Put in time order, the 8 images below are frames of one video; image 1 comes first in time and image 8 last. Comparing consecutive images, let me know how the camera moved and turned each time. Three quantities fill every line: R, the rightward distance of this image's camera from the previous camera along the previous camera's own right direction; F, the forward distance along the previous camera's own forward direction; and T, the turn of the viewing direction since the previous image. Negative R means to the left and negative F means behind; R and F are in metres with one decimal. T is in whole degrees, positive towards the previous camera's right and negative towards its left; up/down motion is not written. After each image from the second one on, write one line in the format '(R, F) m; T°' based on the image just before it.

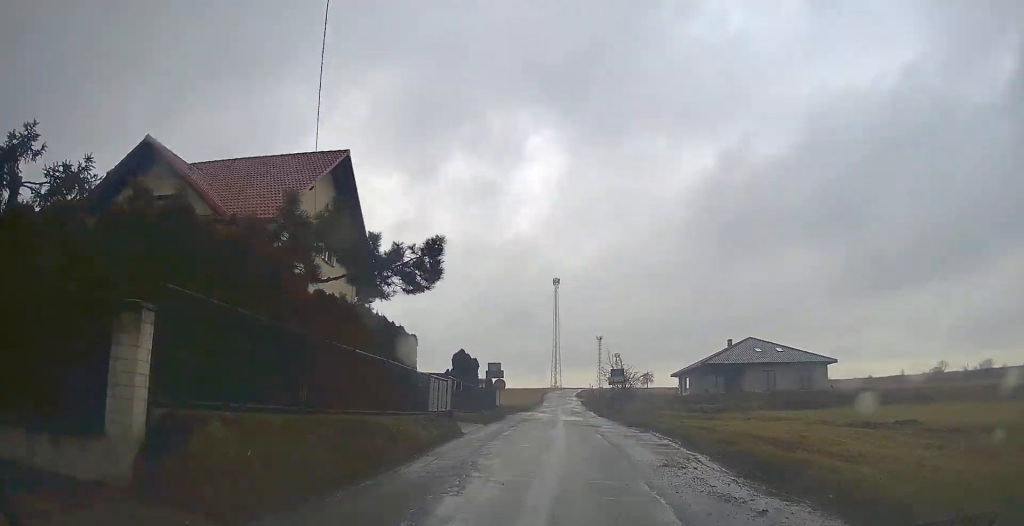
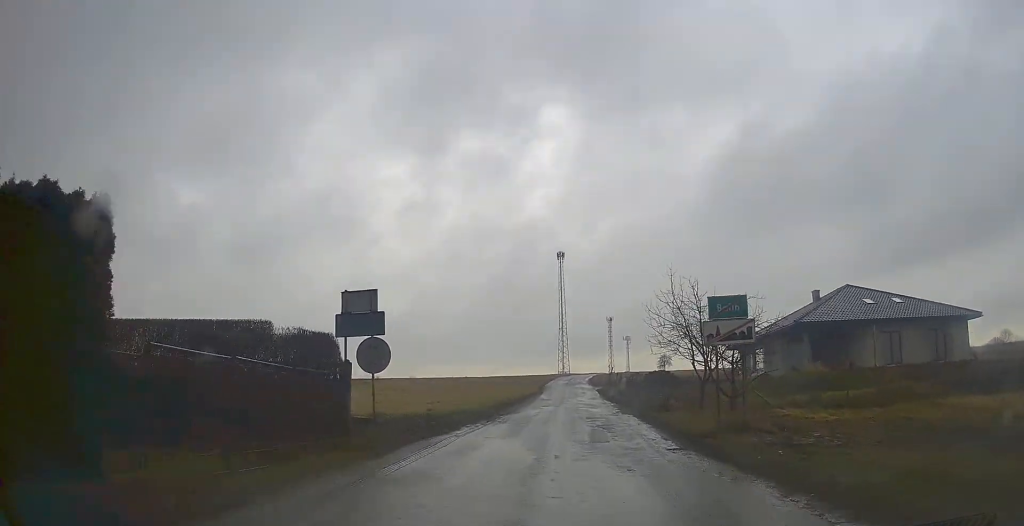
(0.0, +28.4) m; 0°
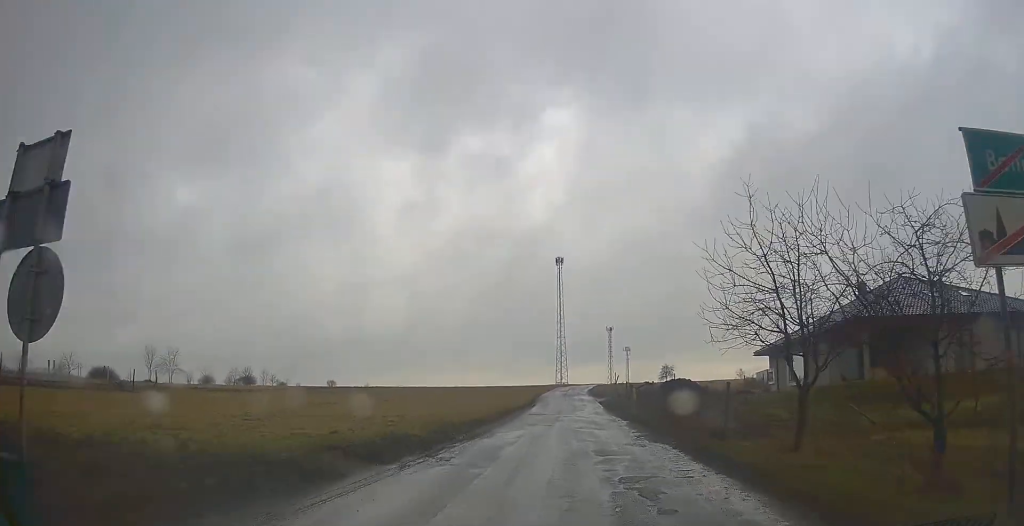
(0.0, +10.2) m; 0°
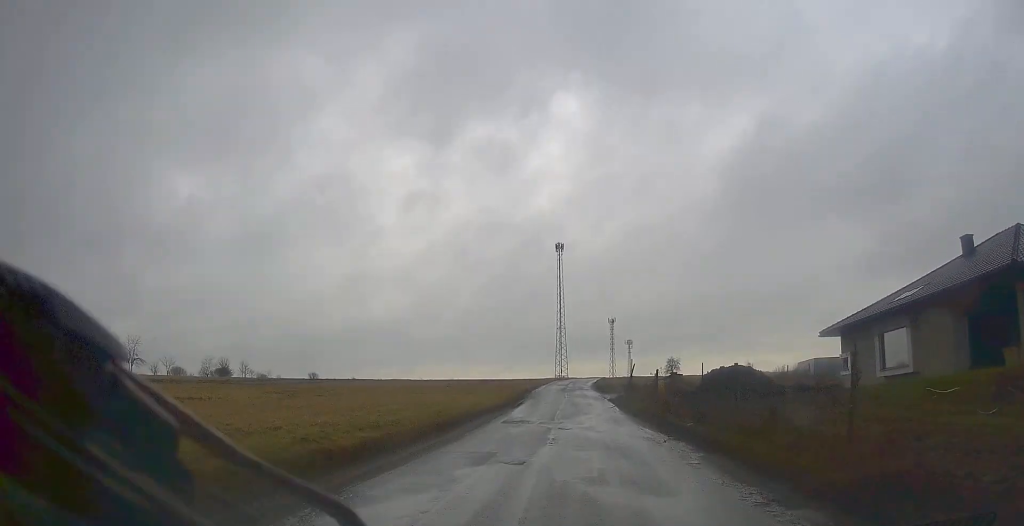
(0.0, +14.6) m; 0°
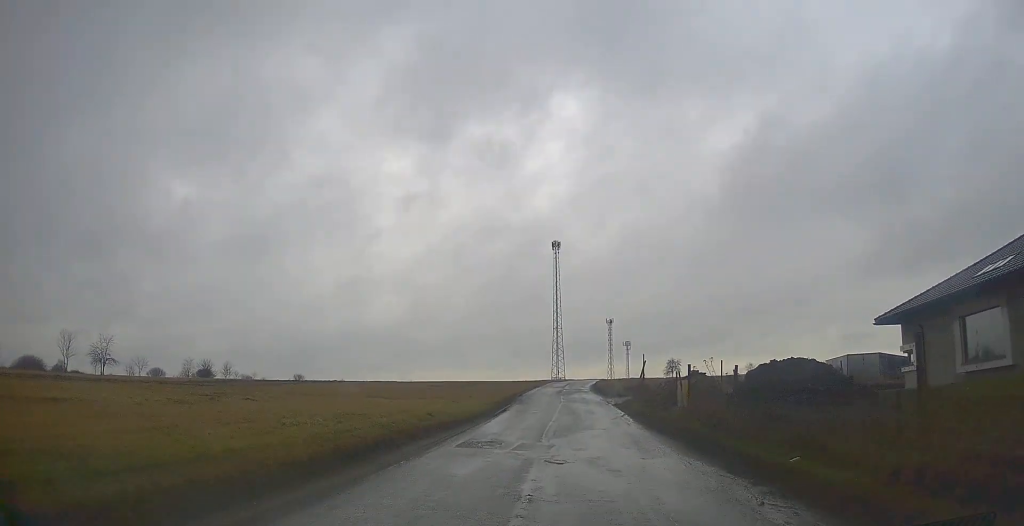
(0.0, +8.1) m; 0°
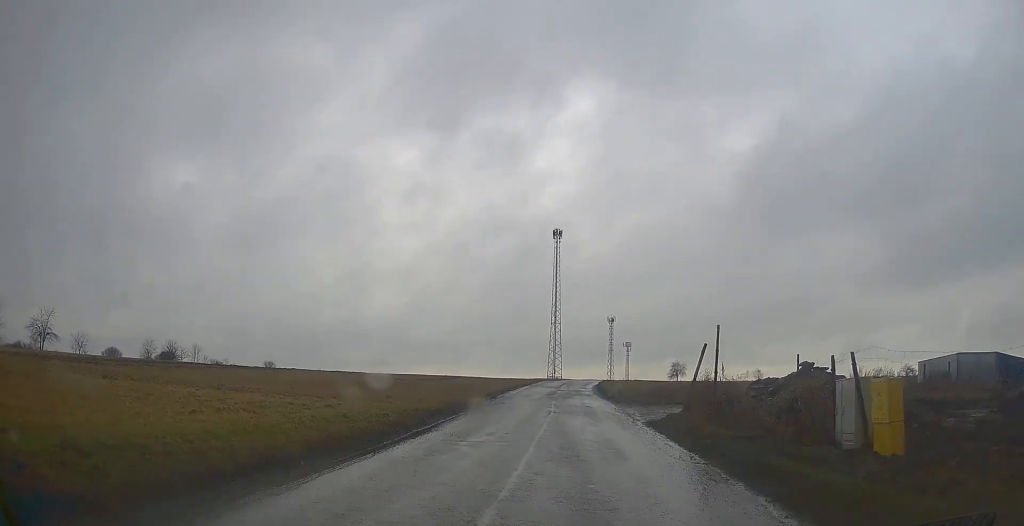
(0.0, +16.3) m; 0°
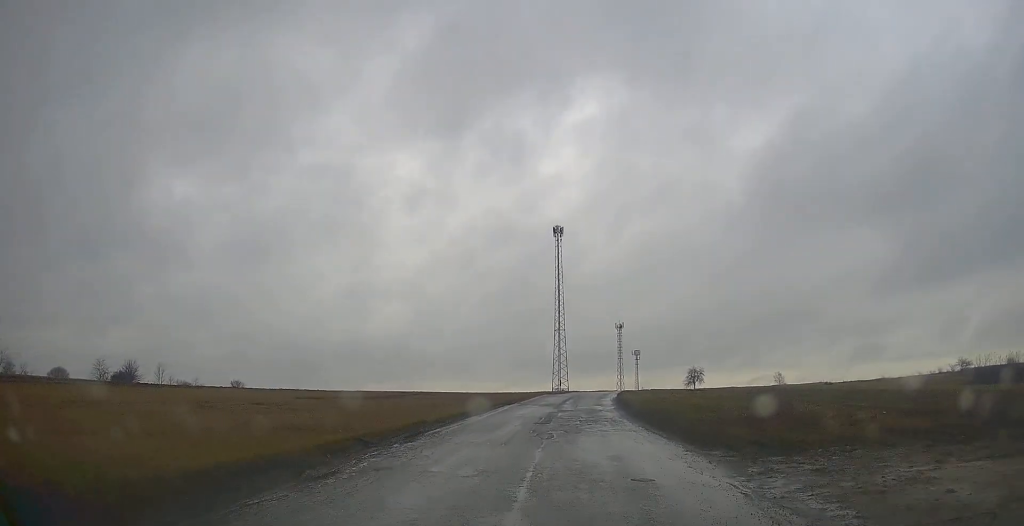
(0.0, +19.3) m; 0°
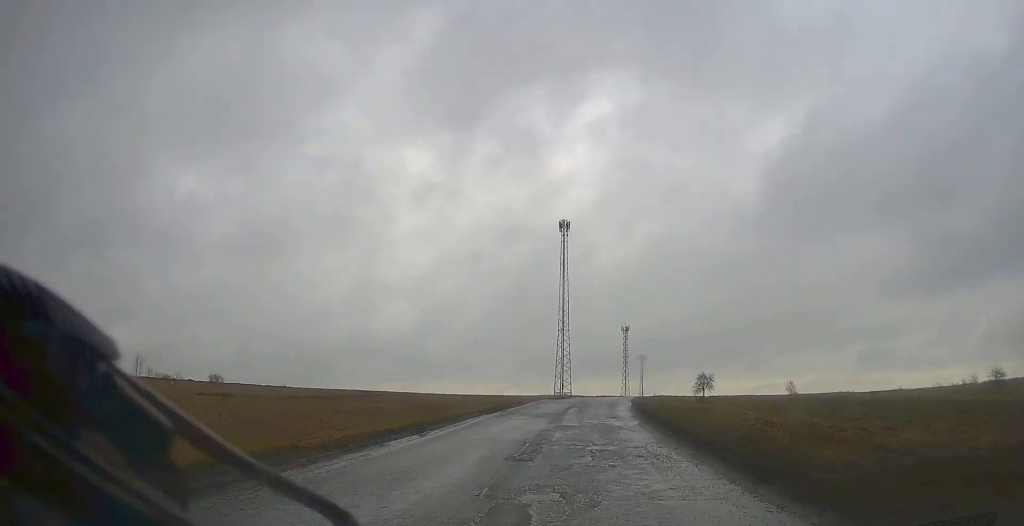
(0.0, +10.2) m; 0°
